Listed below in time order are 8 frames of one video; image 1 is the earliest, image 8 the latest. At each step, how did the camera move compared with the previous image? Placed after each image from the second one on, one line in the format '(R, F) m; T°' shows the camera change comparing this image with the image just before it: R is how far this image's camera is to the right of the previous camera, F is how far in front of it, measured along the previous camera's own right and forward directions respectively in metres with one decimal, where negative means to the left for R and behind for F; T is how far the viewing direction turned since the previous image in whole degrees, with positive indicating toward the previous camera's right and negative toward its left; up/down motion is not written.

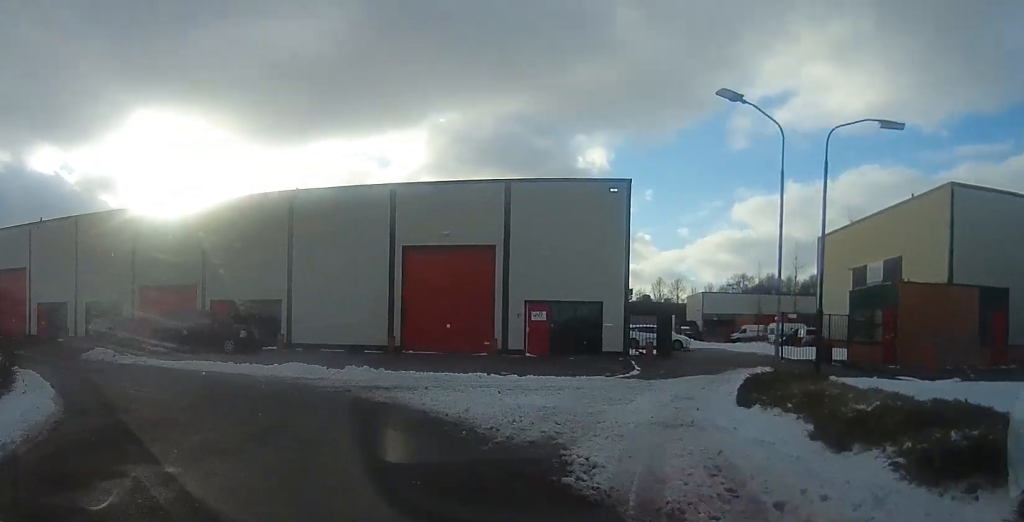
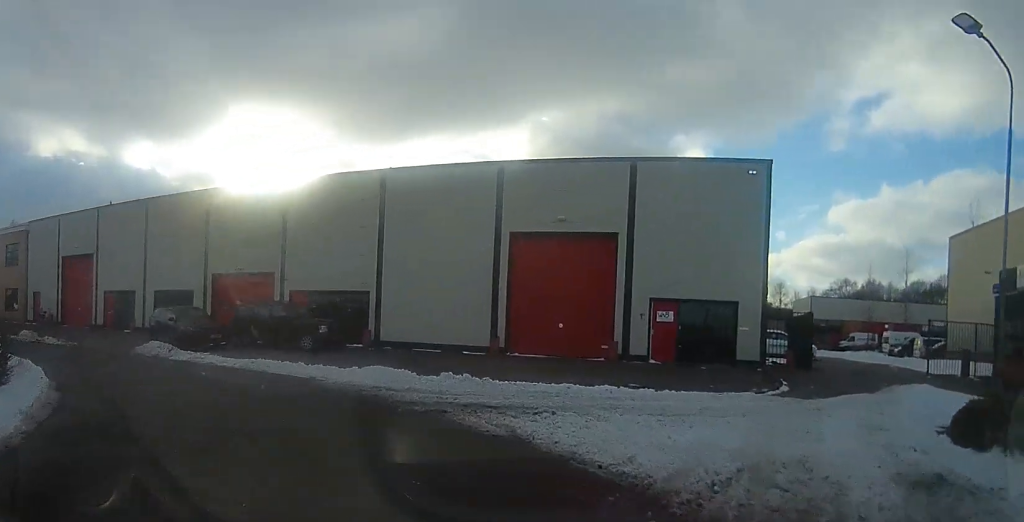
(-0.3, +3.6) m; -14°
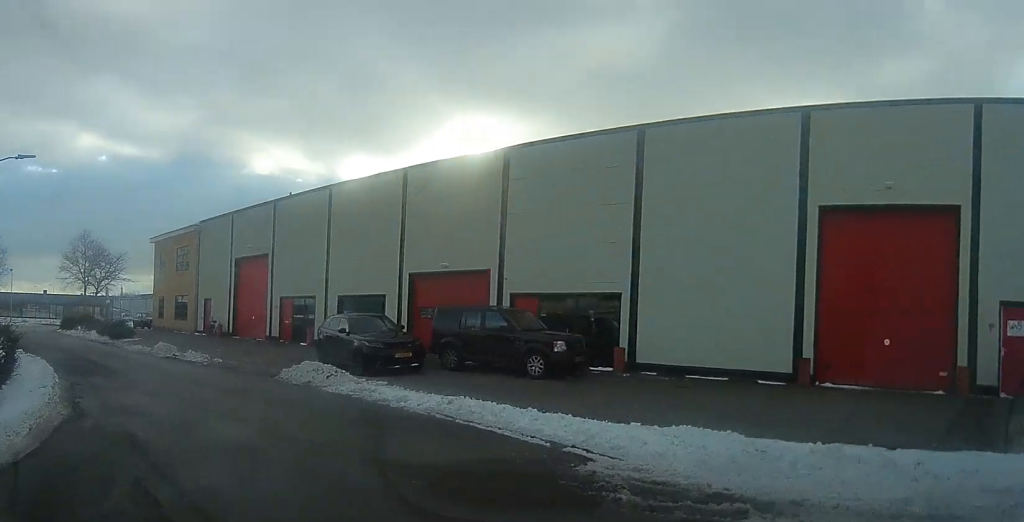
(-1.3, +7.0) m; -14°
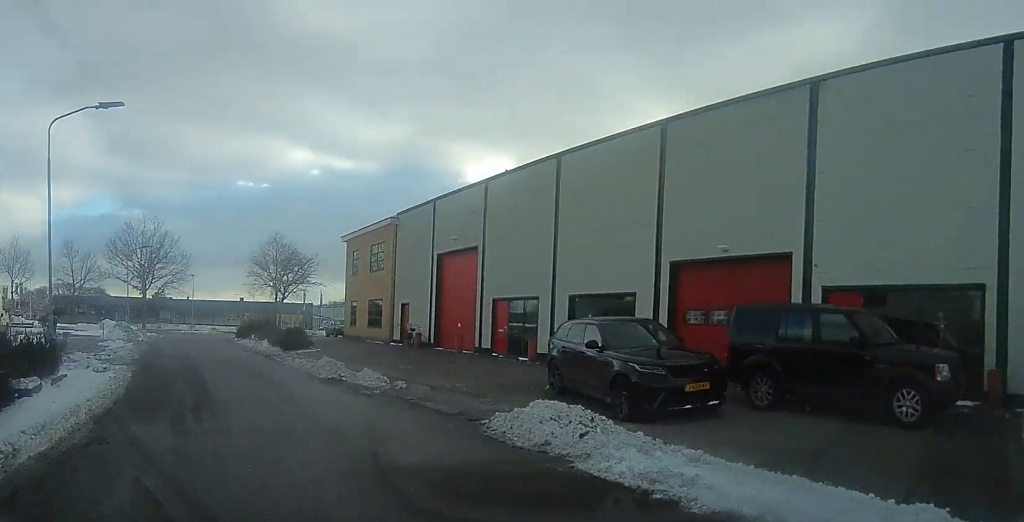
(-0.5, +6.4) m; -17°
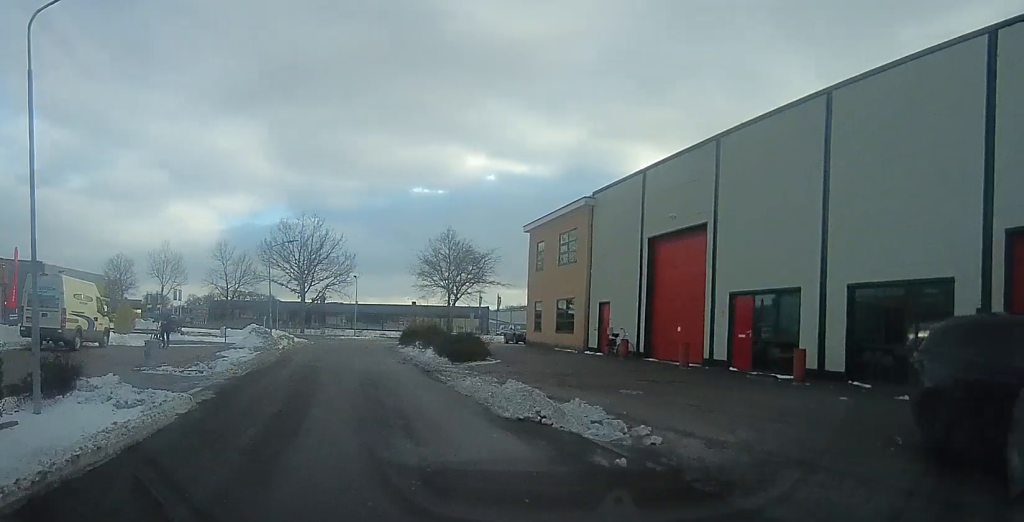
(-1.3, +5.7) m; -20°
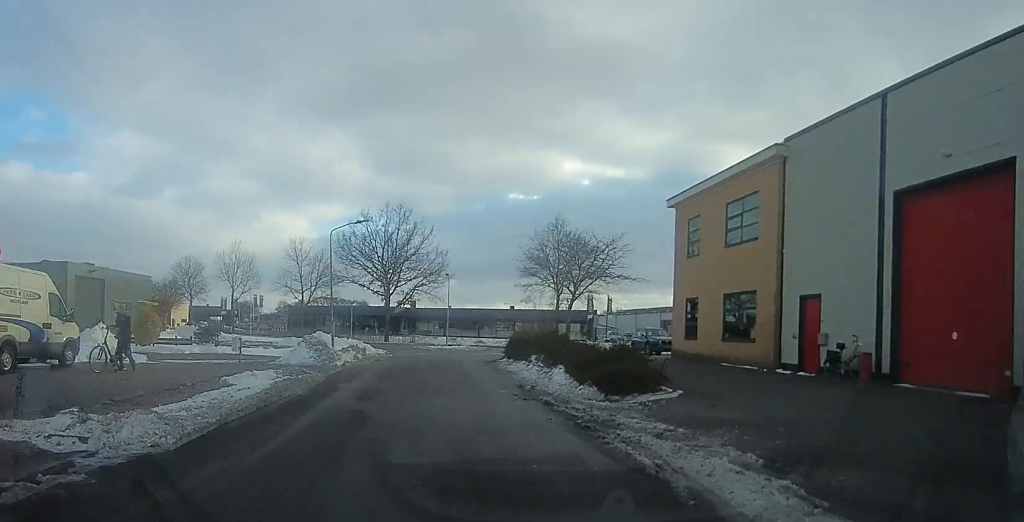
(-1.1, +9.3) m; -4°
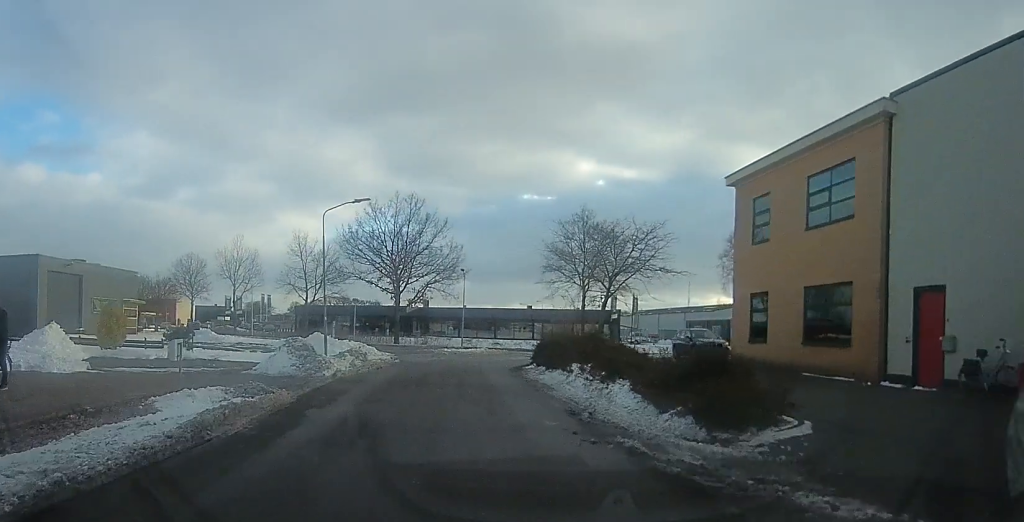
(+0.2, +4.7) m; +3°
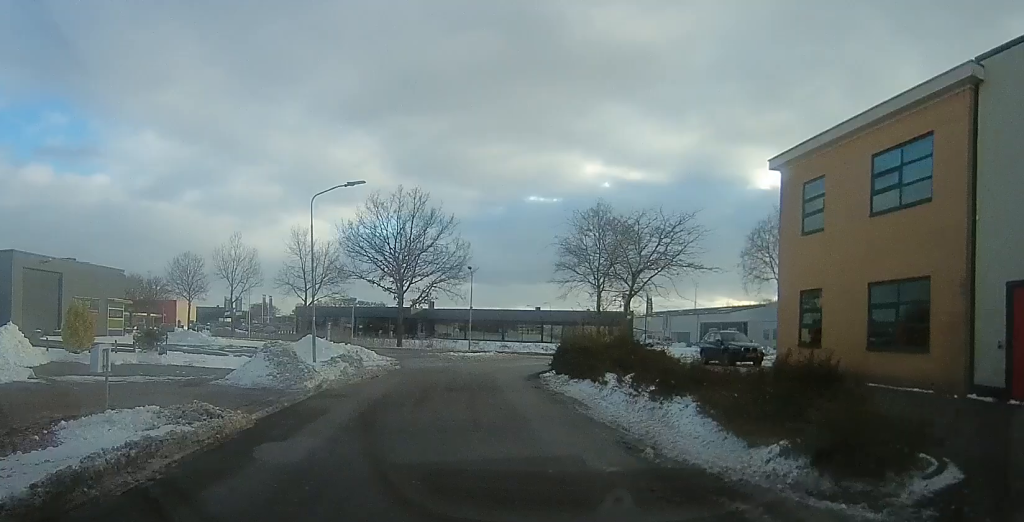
(0.0, +3.0) m; +1°
